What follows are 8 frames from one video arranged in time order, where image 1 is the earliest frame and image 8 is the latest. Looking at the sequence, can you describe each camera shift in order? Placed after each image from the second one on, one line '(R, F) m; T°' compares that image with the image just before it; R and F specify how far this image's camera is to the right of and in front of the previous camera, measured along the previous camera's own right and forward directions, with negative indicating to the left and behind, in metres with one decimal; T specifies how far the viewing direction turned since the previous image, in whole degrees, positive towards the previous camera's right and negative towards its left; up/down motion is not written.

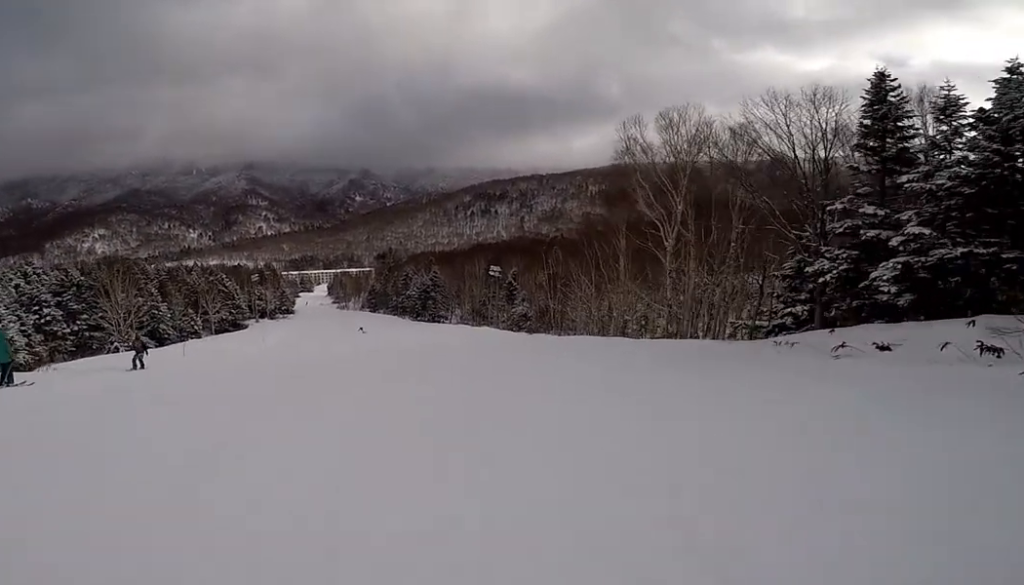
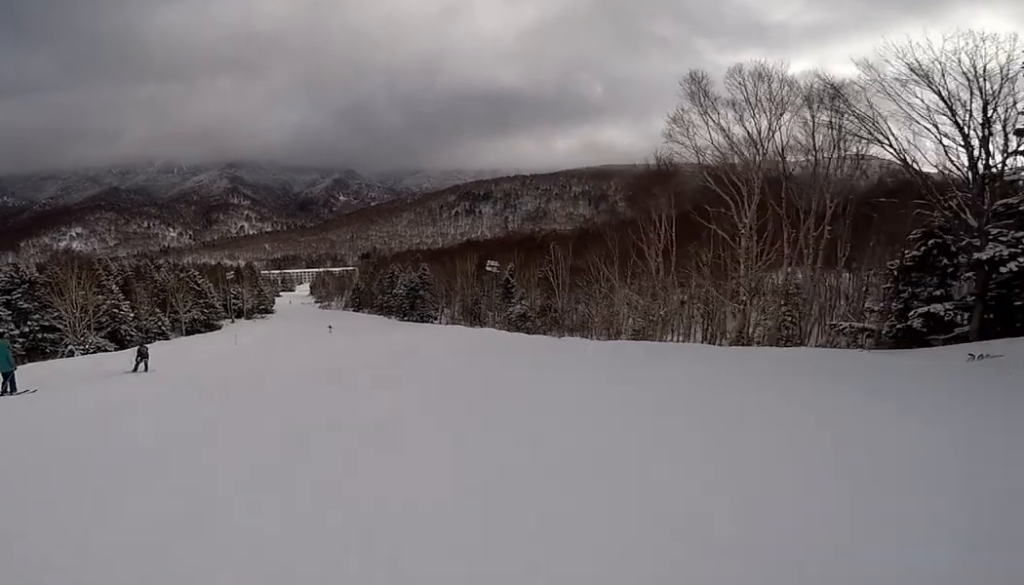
(0.0, +6.3) m; 0°
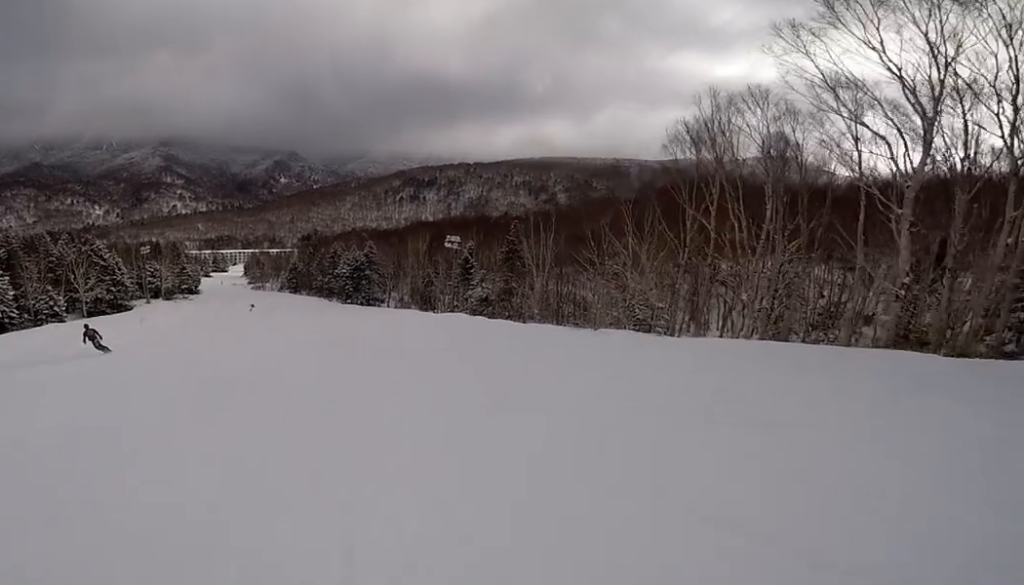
(0.0, +8.9) m; -1°
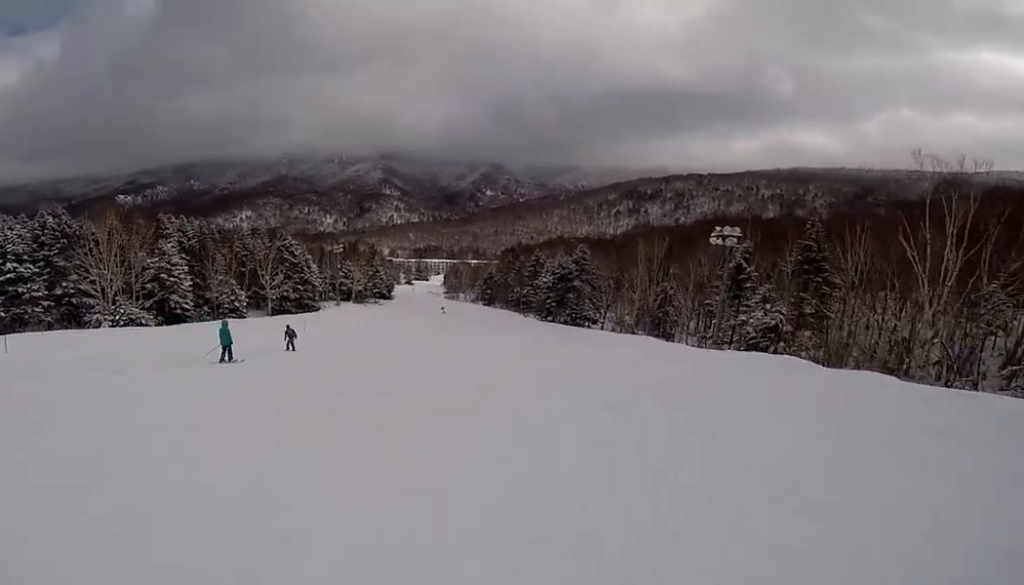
(-1.4, +13.1) m; -15°
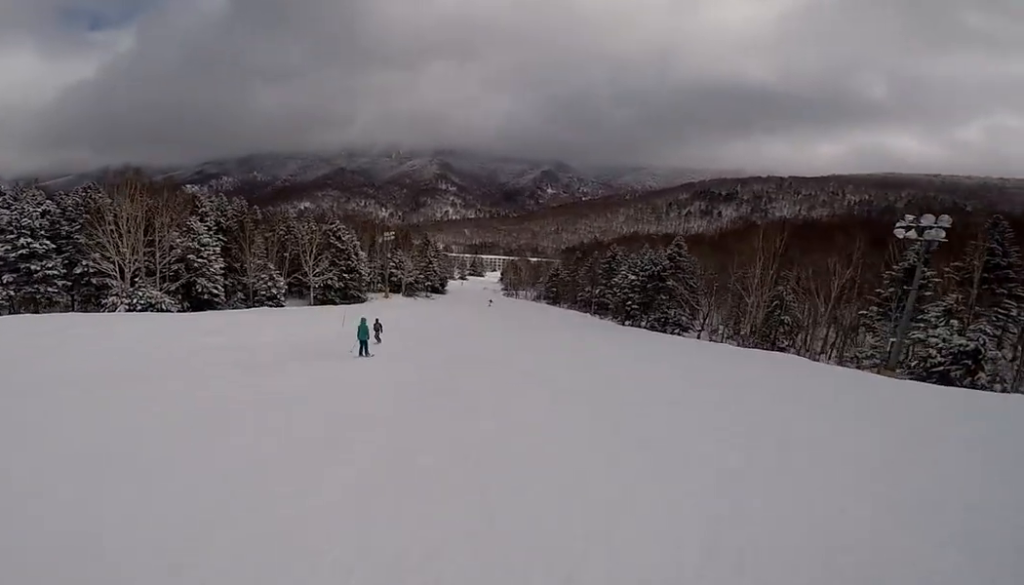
(-0.9, +7.9) m; -4°
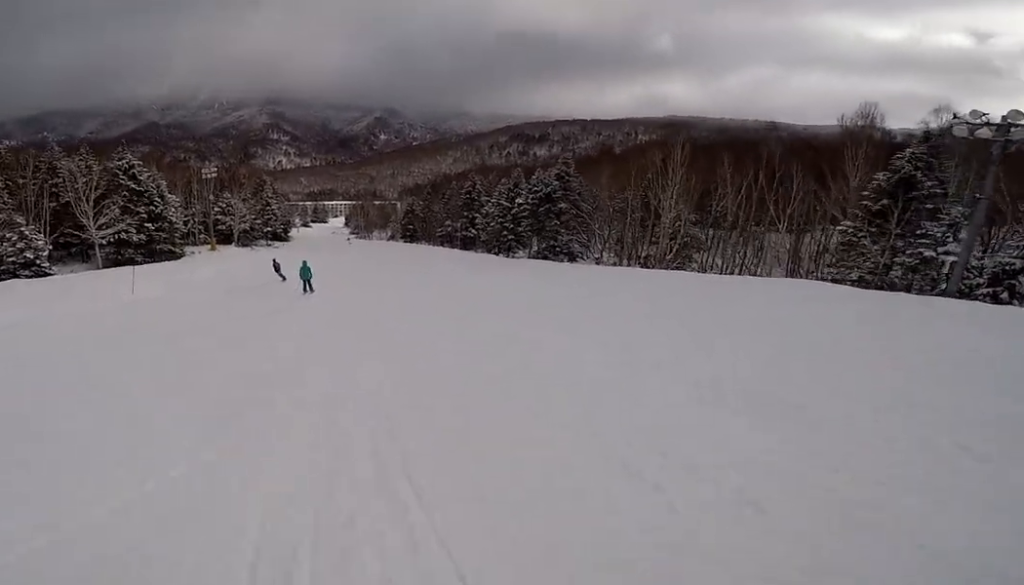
(+1.4, +12.9) m; +12°
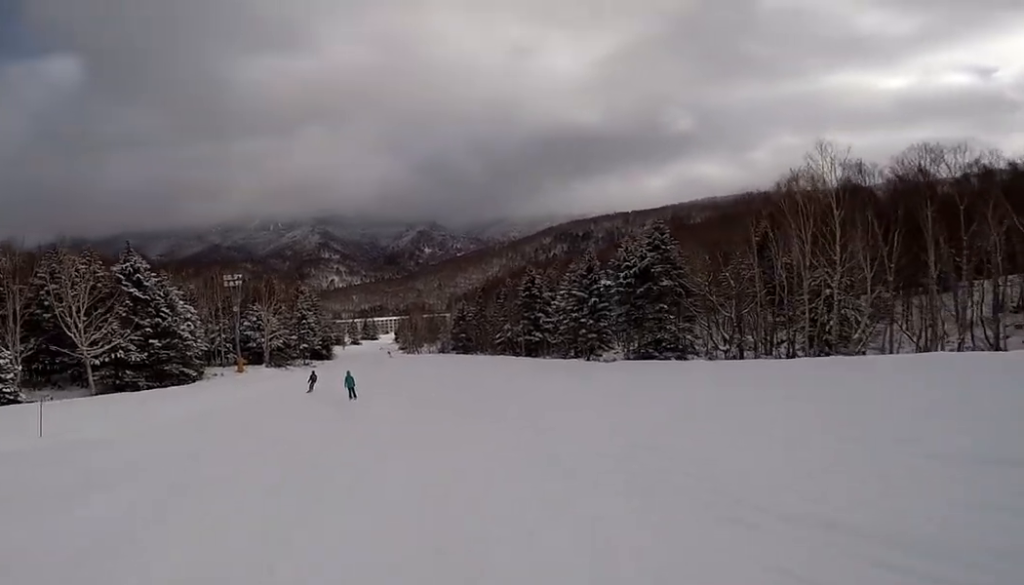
(+0.6, +10.6) m; 0°
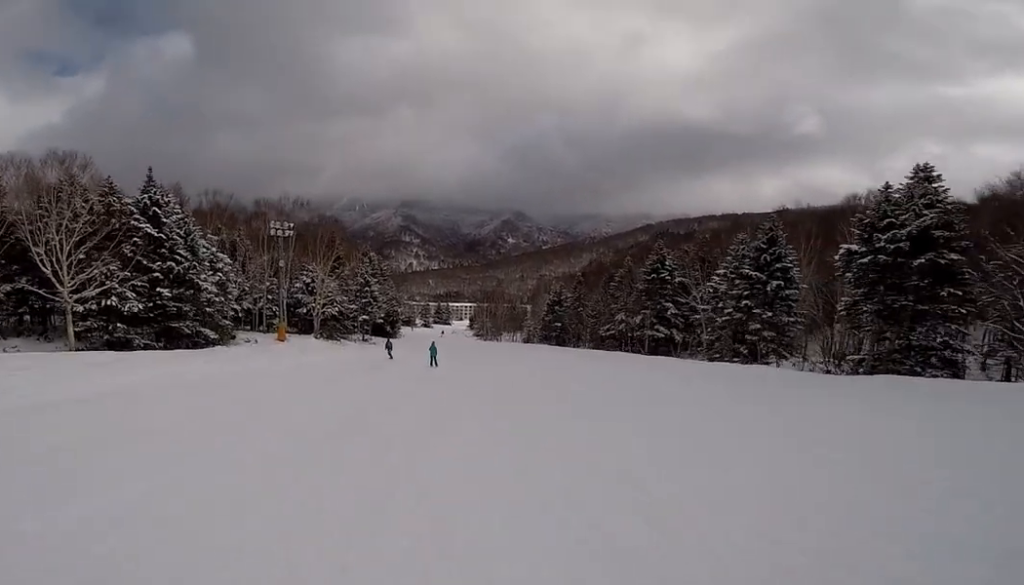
(-0.8, +11.8) m; 0°
